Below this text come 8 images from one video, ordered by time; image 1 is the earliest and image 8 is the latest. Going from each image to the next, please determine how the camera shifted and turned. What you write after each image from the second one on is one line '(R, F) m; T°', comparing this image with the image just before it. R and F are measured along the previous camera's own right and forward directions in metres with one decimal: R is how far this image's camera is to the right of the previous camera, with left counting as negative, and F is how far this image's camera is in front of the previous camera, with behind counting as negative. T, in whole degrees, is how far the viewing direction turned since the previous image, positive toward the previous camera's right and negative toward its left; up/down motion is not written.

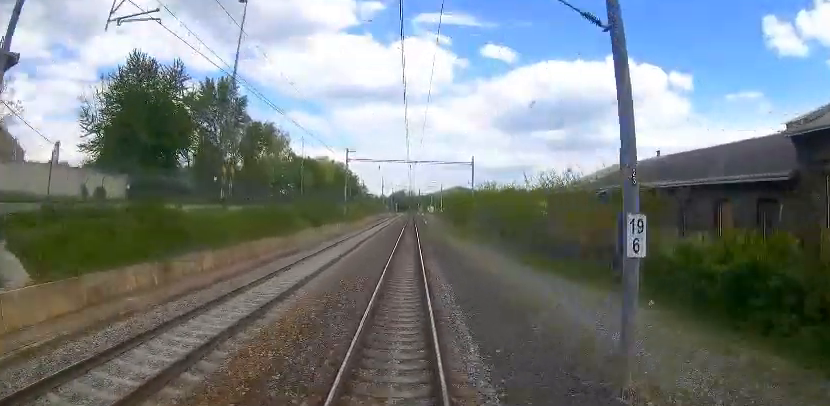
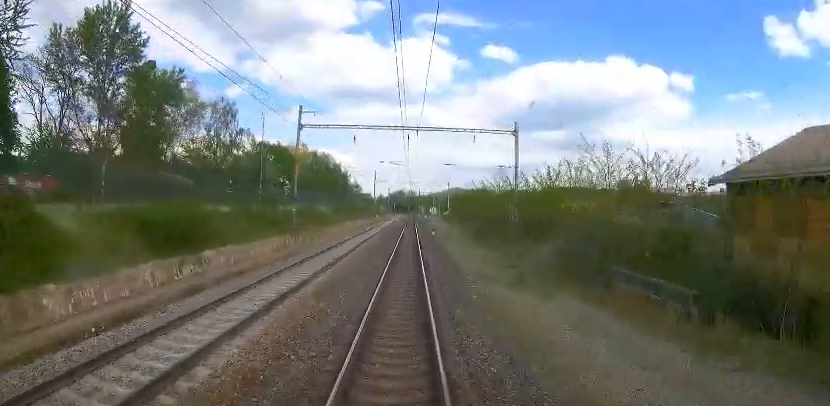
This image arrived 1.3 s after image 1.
(-0.4, +25.7) m; -2°
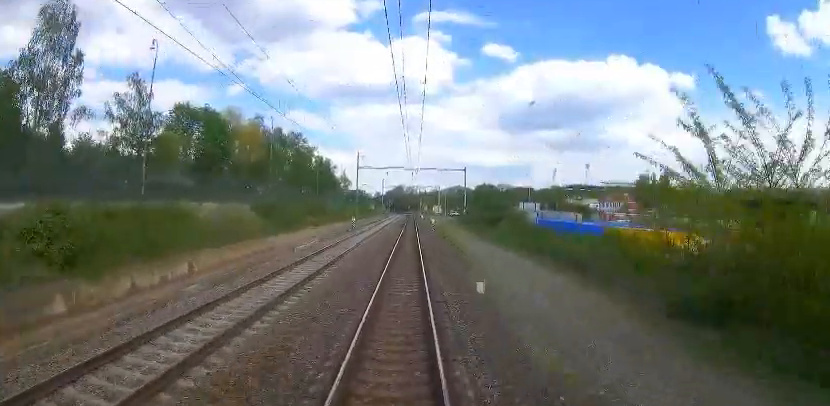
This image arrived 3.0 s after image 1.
(0.0, +32.0) m; +1°
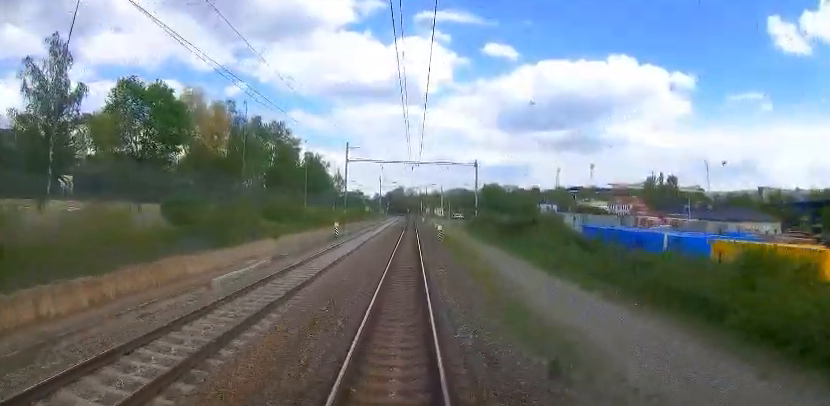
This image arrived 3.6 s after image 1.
(+0.1, +12.1) m; +1°
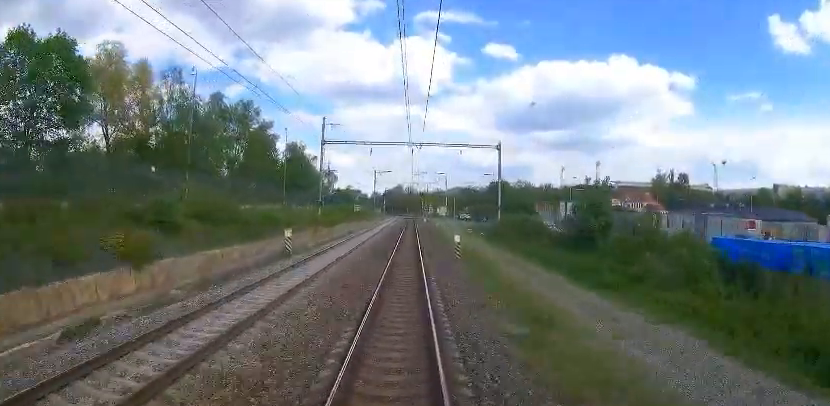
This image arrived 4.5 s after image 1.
(+0.3, +15.9) m; 0°
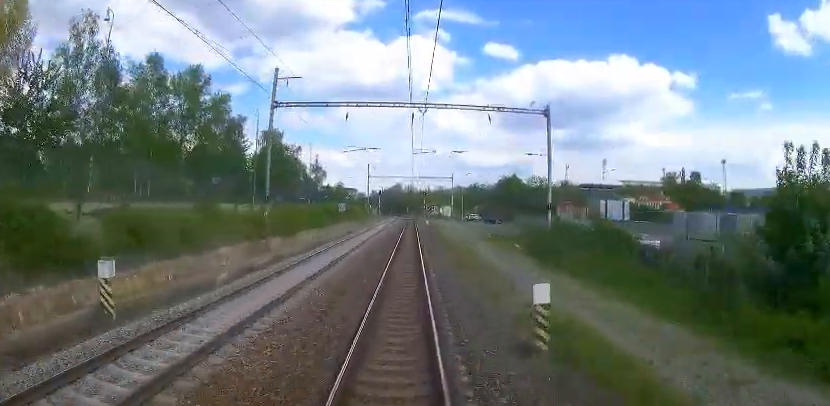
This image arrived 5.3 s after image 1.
(-0.4, +15.8) m; -1°
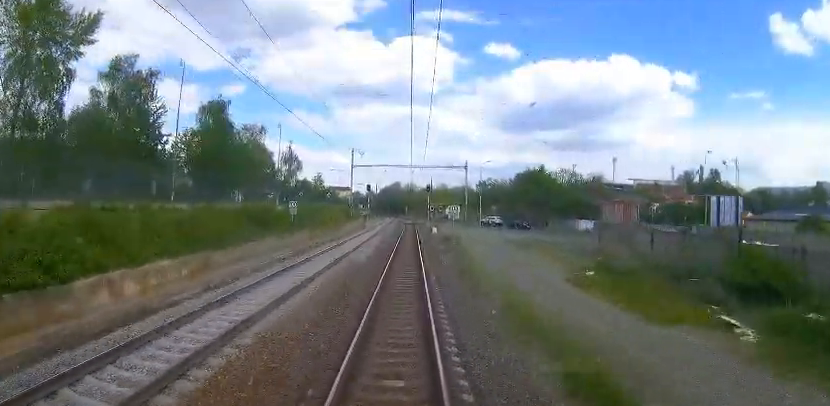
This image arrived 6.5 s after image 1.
(+0.3, +23.3) m; +2°
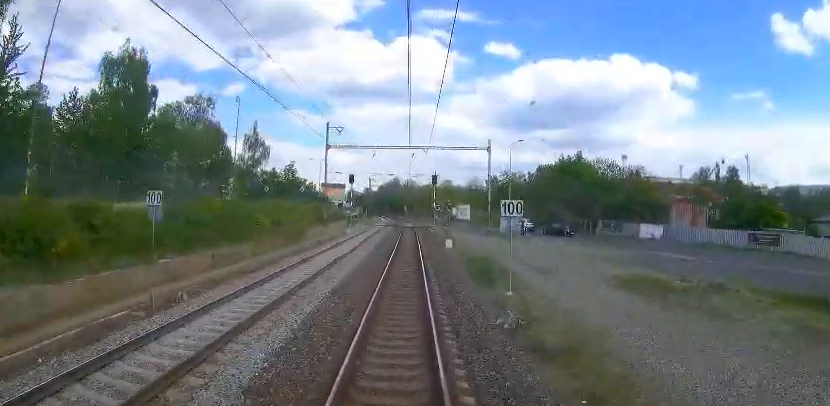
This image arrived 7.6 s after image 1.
(+0.3, +19.6) m; 0°
